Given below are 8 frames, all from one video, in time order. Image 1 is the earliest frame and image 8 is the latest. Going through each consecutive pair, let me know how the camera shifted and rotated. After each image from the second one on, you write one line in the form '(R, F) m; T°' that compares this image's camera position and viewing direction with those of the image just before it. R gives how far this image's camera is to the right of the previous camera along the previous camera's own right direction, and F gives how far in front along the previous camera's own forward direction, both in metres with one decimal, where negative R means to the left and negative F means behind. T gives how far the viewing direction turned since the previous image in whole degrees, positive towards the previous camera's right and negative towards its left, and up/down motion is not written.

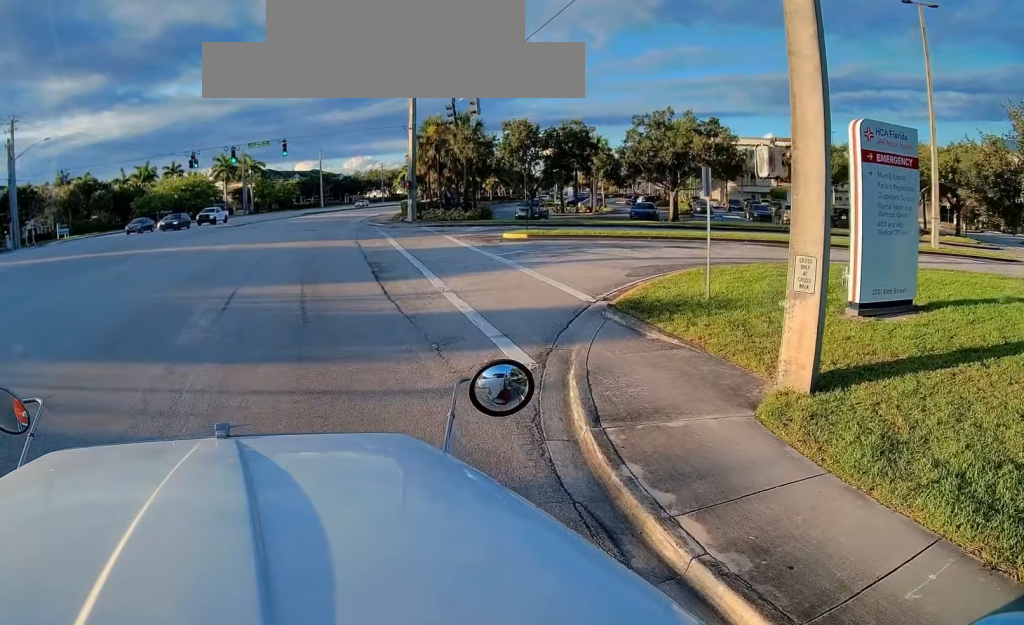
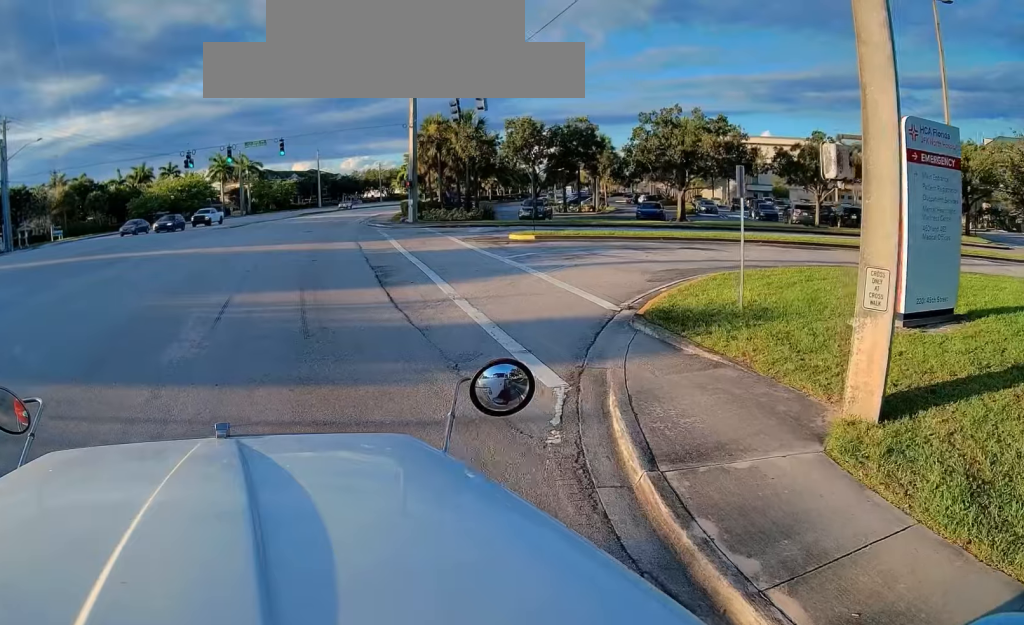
(+0.1, +0.8) m; +1°
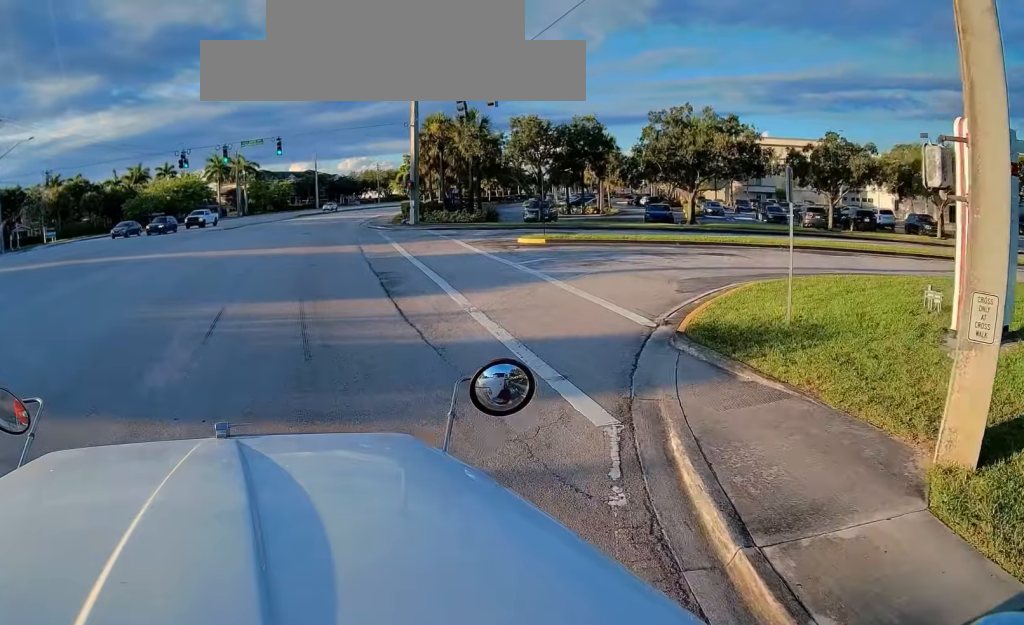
(0.0, +1.0) m; +2°
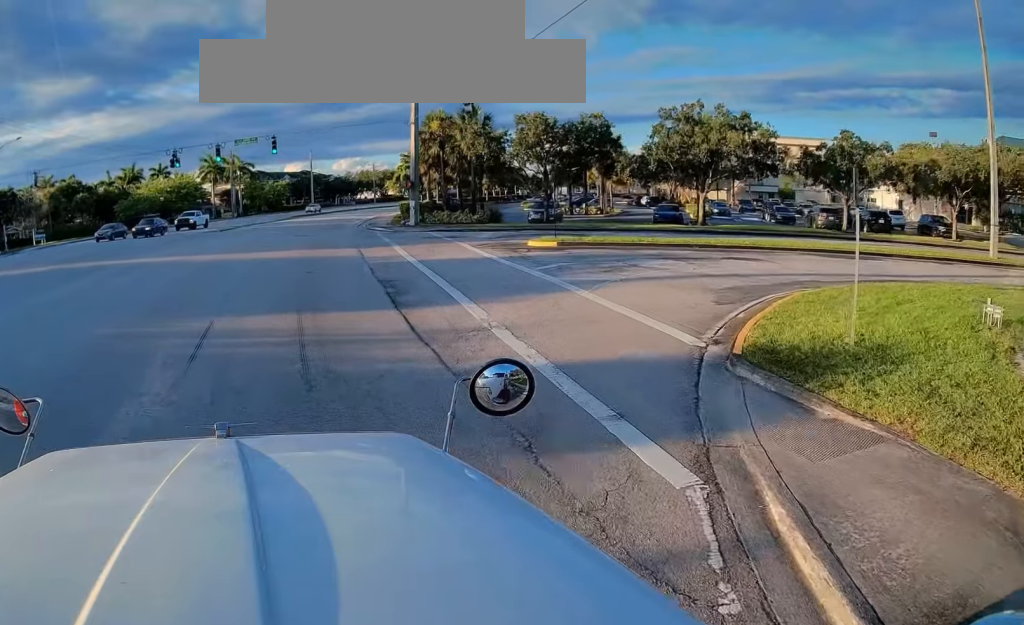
(0.0, +1.7) m; 0°
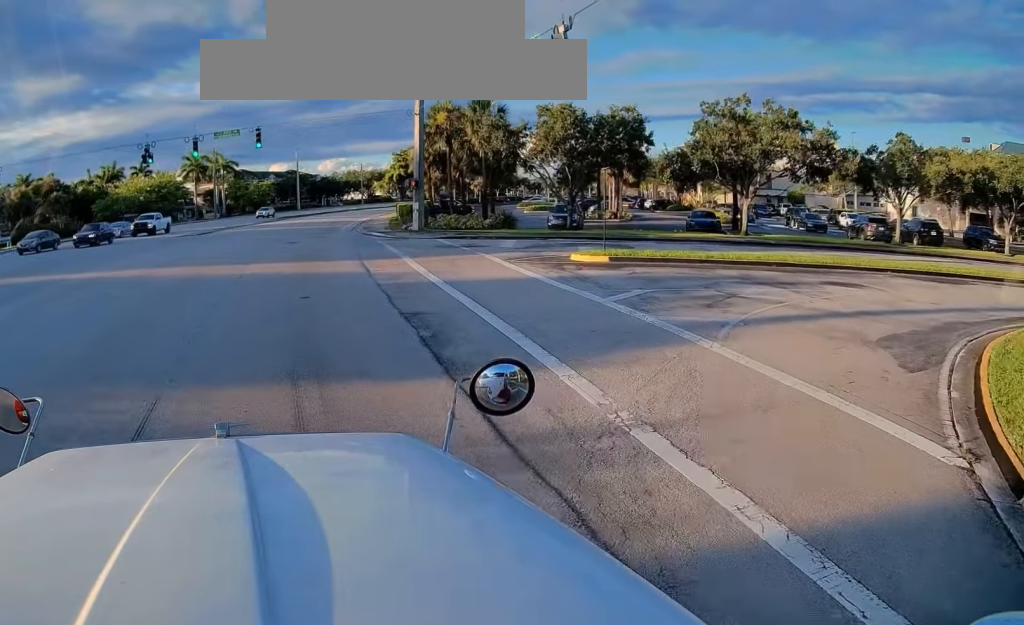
(0.0, +5.1) m; -1°
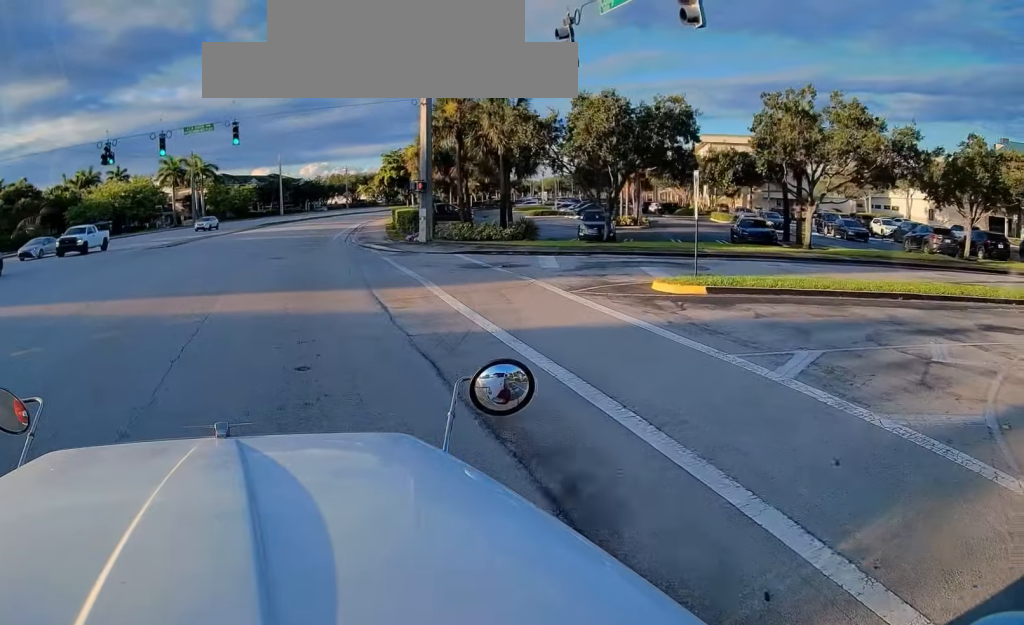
(+0.1, +6.4) m; +3°
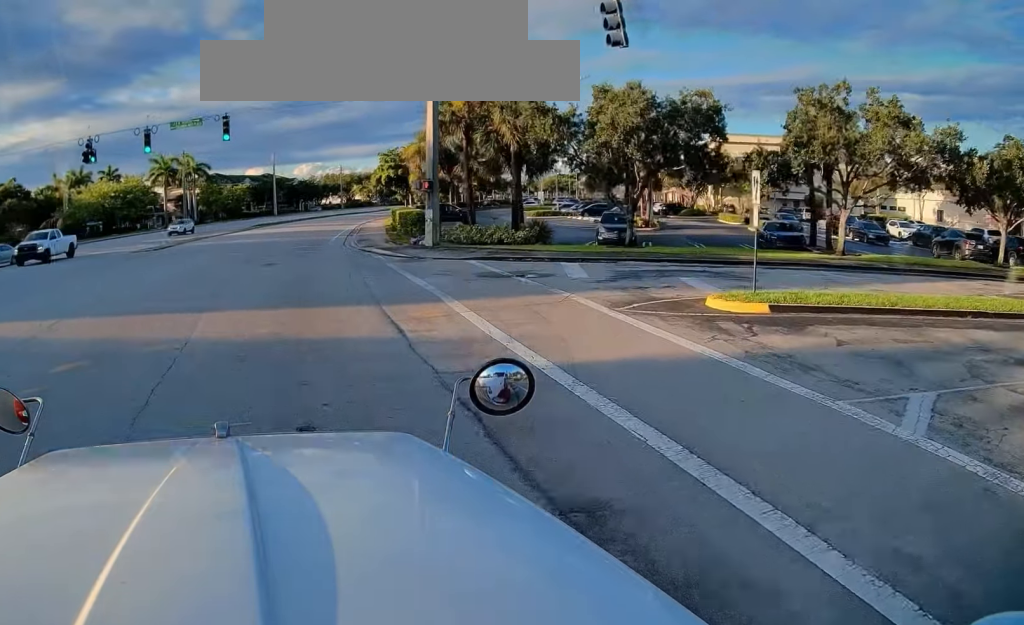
(0.0, +2.5) m; +1°
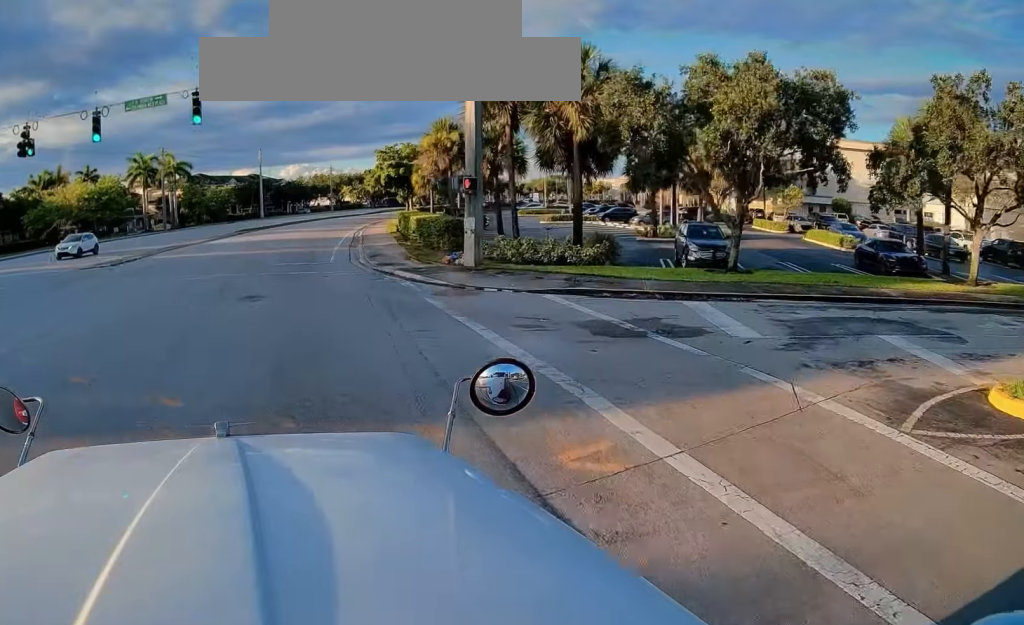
(0.0, +7.8) m; 0°
